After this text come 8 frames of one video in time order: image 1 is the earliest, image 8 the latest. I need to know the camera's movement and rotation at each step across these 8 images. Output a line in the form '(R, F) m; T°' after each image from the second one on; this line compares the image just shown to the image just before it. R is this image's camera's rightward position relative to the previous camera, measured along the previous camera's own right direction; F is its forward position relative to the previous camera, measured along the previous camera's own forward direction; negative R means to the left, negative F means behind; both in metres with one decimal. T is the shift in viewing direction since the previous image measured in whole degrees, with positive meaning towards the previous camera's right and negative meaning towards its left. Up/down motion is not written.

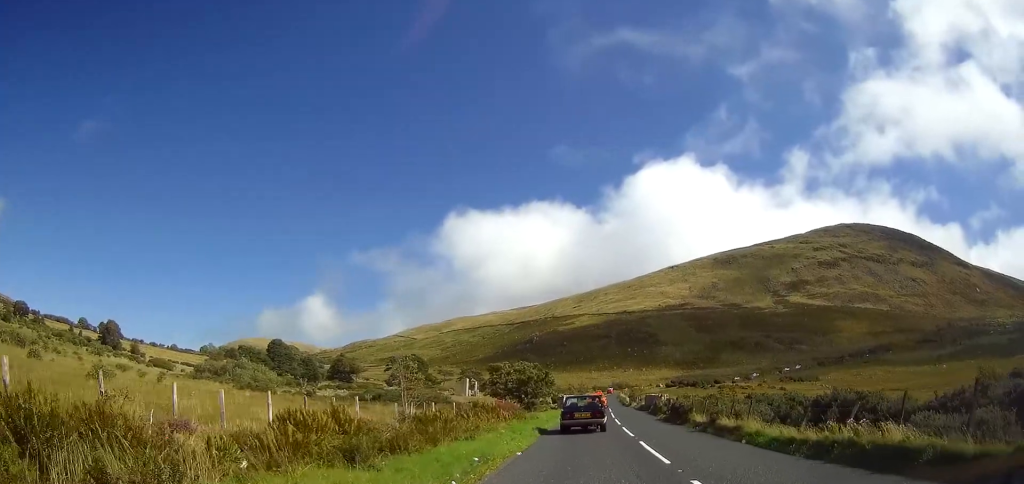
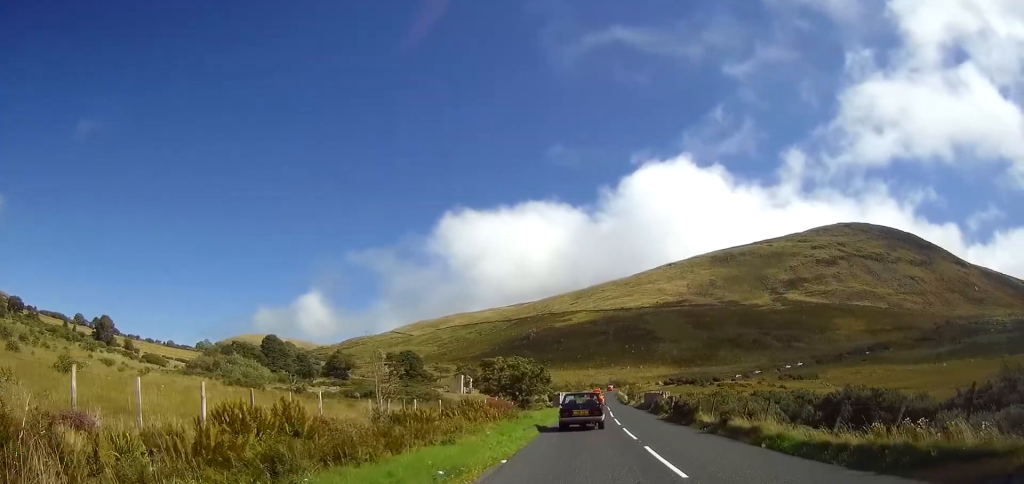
(0.0, +2.3) m; +2°
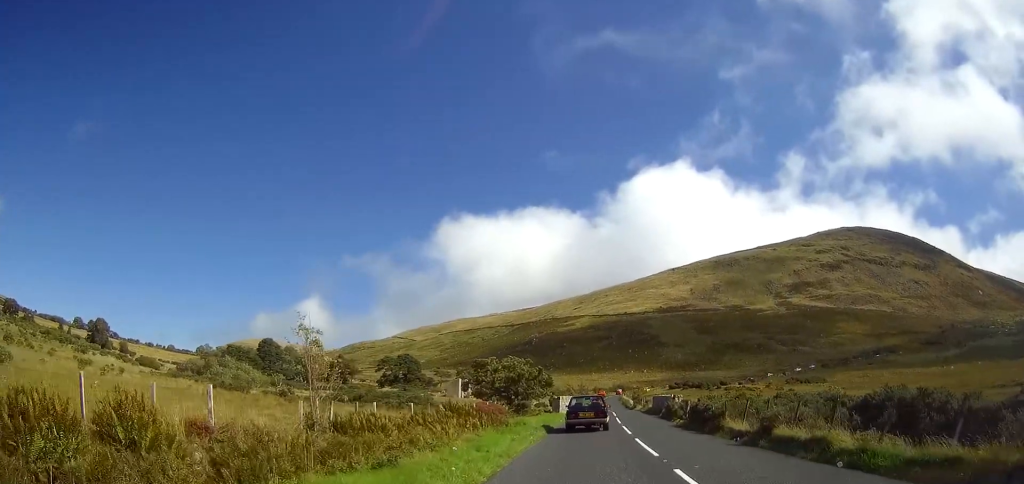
(+0.1, +4.9) m; +1°
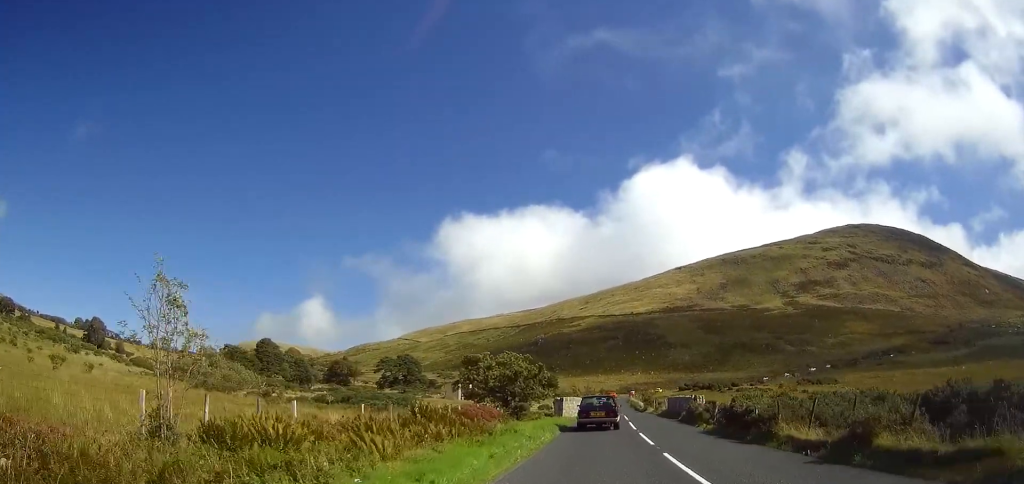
(0.0, +5.7) m; -2°
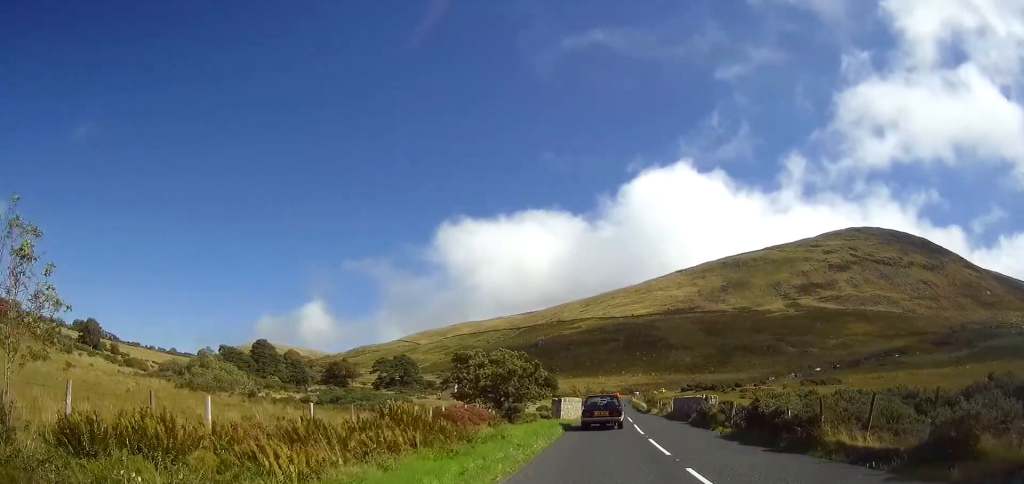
(0.0, +3.2) m; -2°
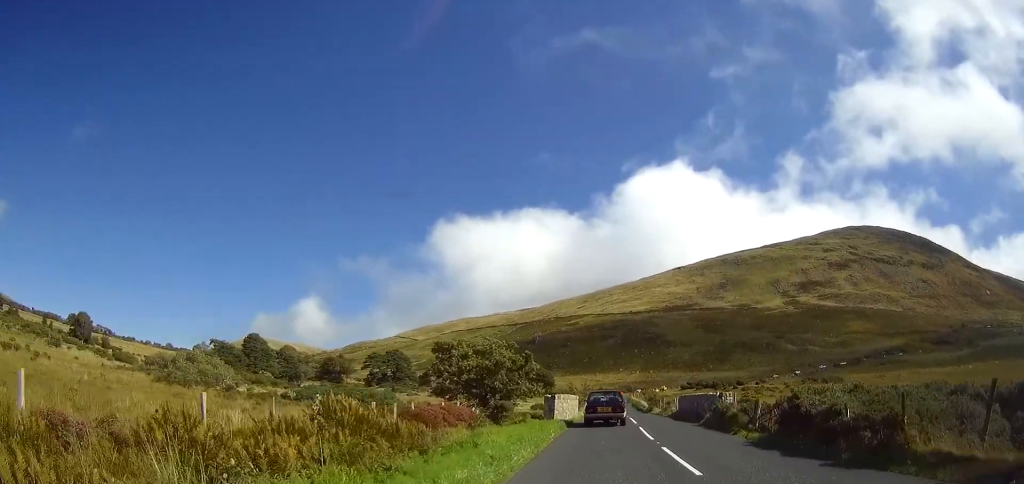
(-0.2, +4.1) m; -2°
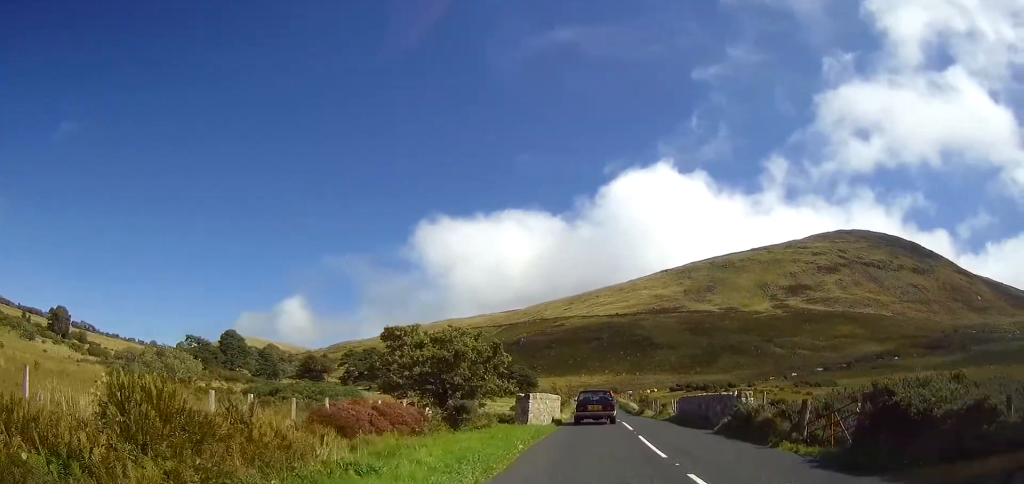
(-0.1, +6.0) m; -1°
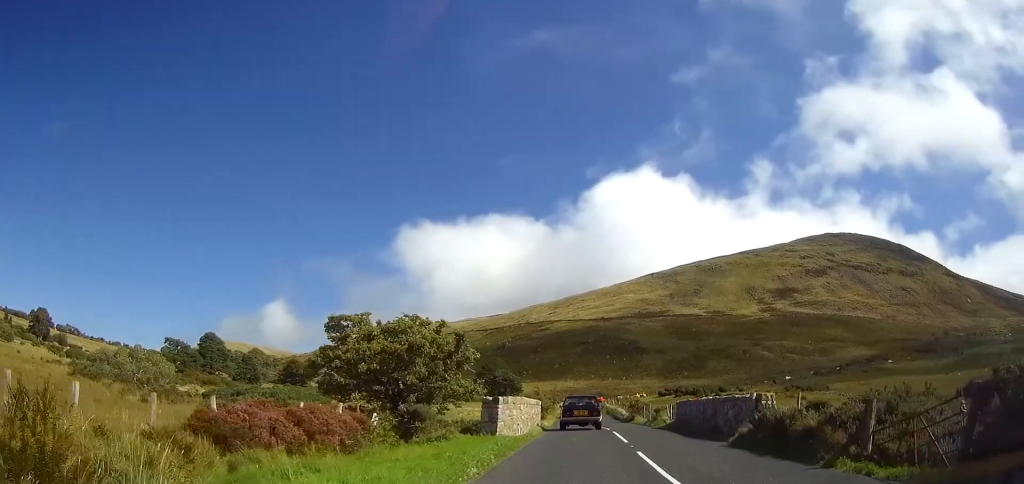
(0.0, +4.5) m; 0°
